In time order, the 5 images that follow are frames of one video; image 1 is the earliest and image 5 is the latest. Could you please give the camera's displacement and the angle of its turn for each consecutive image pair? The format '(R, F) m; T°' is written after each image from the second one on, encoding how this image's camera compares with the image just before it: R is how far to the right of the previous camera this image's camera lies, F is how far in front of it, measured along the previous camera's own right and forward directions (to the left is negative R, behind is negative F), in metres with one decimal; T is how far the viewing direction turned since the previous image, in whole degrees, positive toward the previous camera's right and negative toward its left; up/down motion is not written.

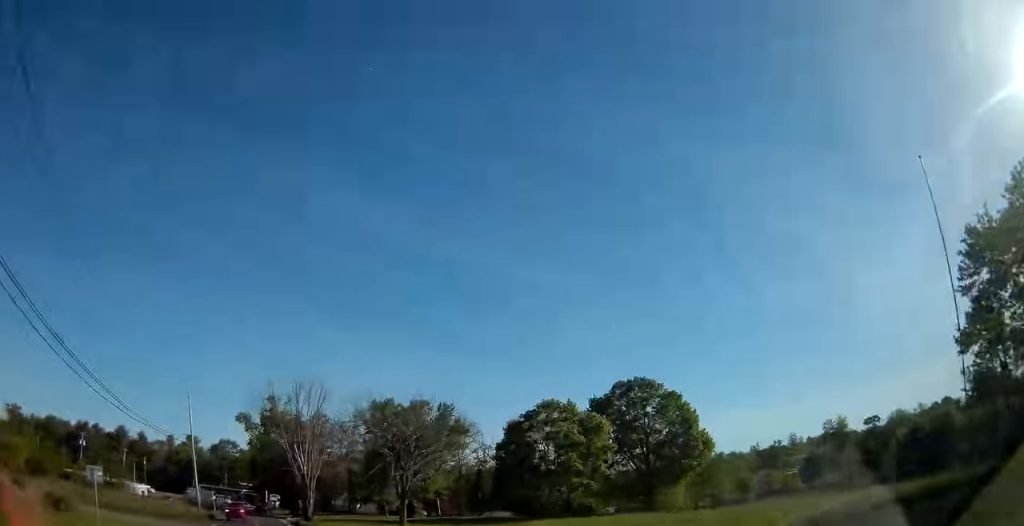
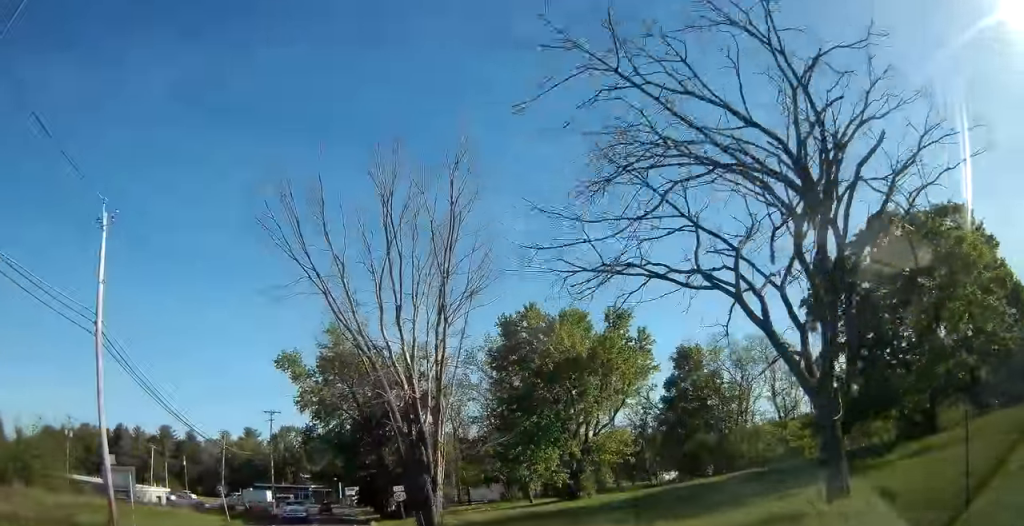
(-2.8, +37.4) m; -7°
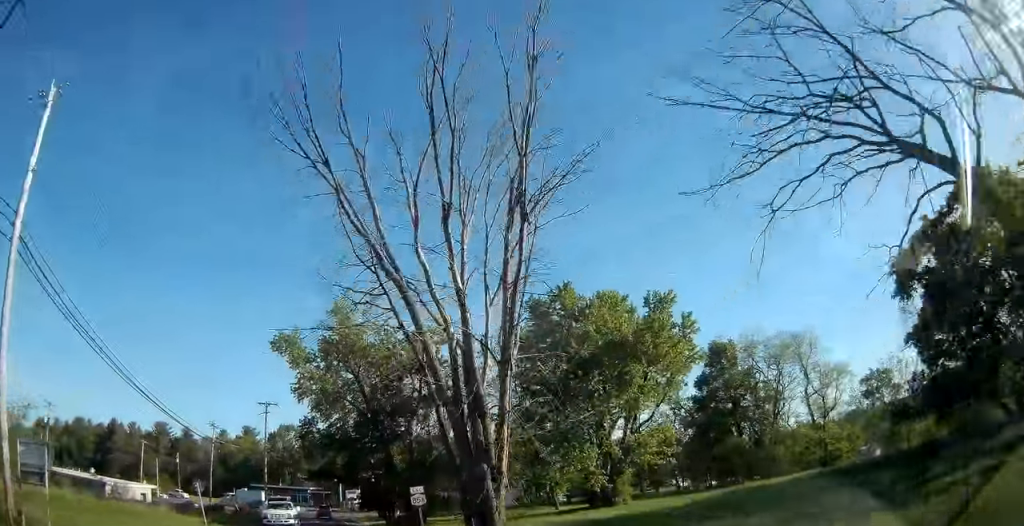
(-0.1, +7.5) m; 0°
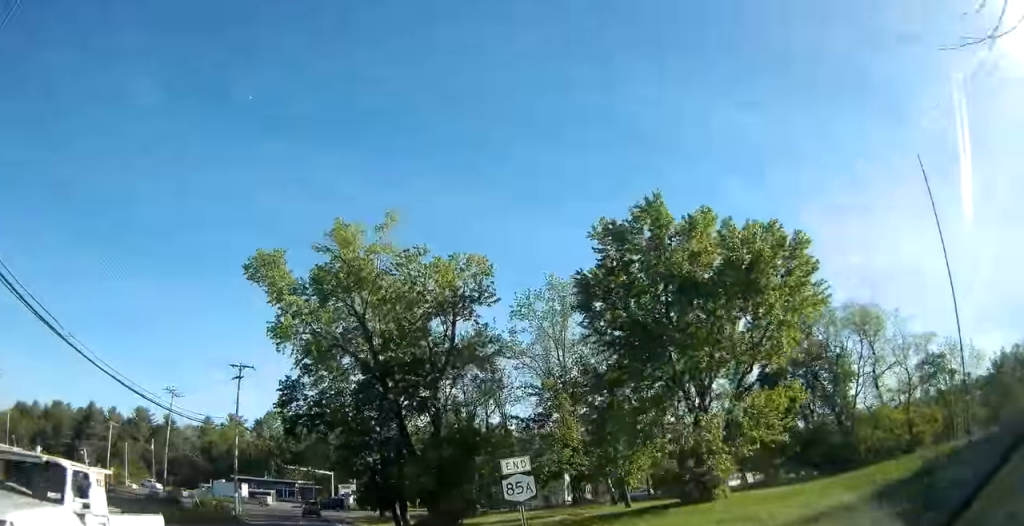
(-0.2, +15.7) m; 0°
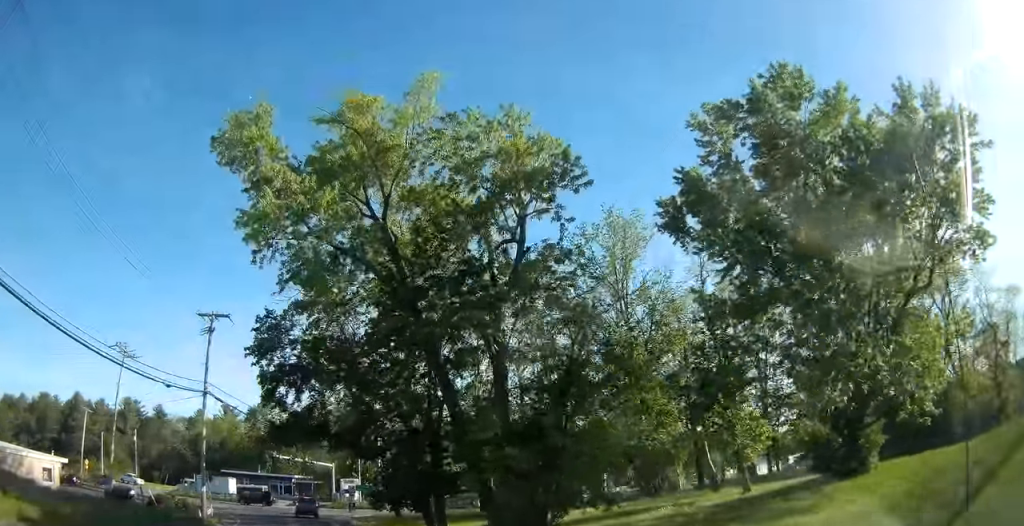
(+0.1, +12.9) m; -1°
